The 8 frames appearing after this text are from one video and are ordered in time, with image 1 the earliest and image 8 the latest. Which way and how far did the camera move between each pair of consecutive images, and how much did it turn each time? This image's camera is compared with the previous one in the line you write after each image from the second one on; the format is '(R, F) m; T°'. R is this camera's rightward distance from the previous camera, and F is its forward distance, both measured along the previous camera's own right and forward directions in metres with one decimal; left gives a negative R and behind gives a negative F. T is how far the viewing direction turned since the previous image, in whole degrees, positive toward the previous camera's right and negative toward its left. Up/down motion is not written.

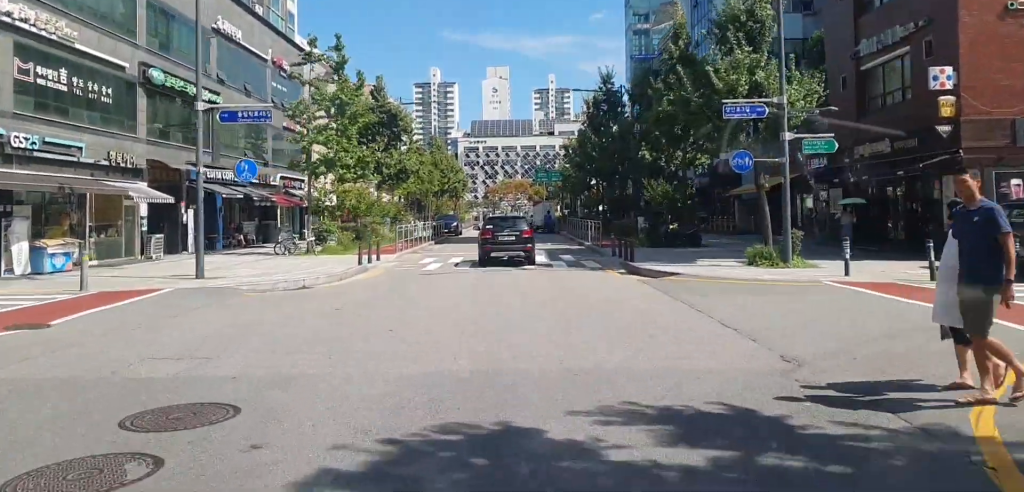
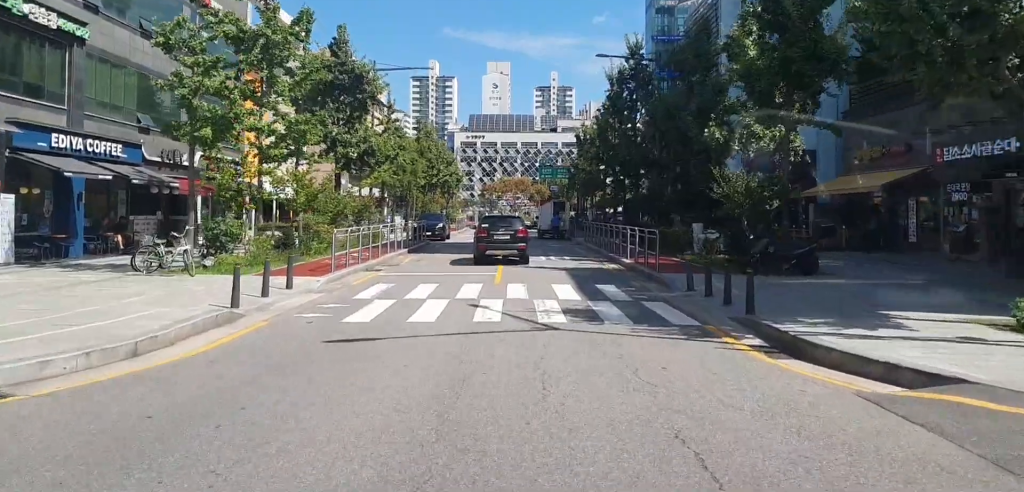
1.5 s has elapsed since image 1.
(+0.3, +12.6) m; +2°
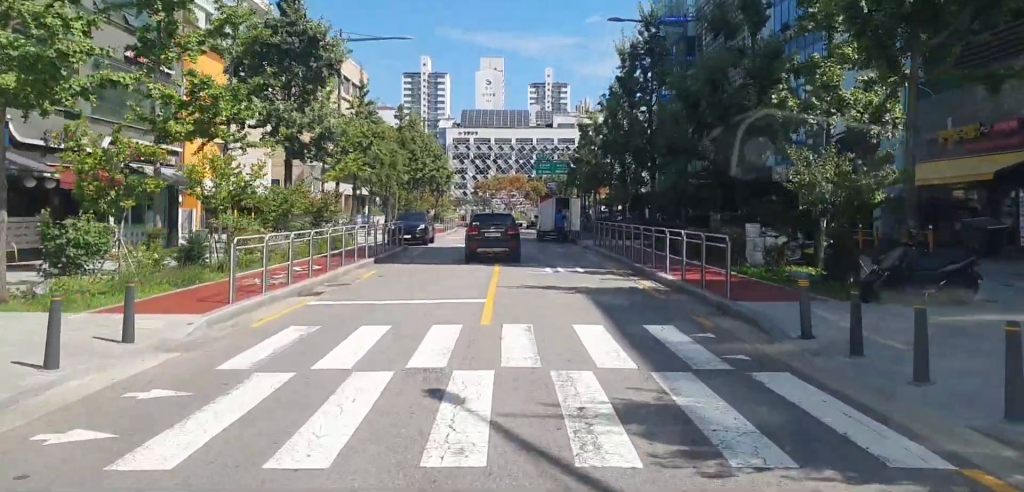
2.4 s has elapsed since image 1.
(0.0, +7.6) m; 0°
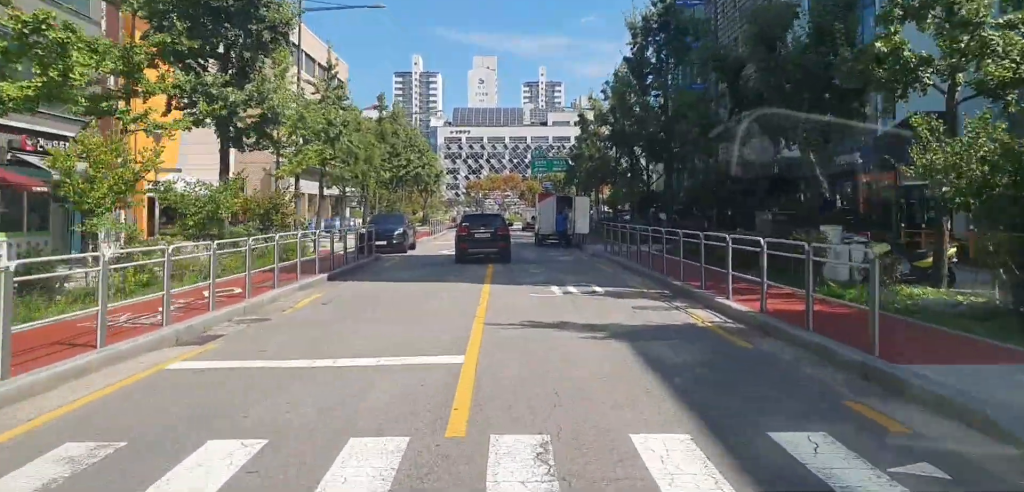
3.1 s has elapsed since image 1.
(0.0, +5.7) m; 0°
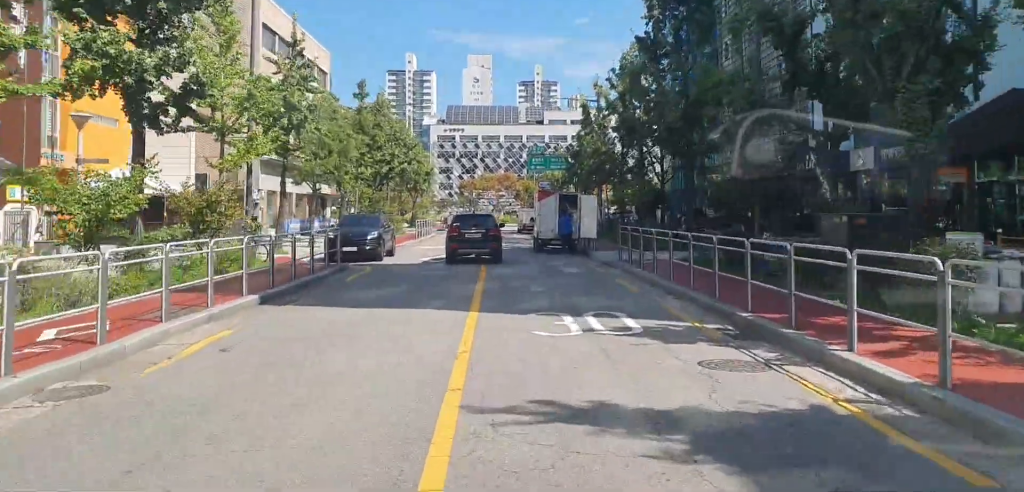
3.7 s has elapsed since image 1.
(+0.1, +5.5) m; 0°
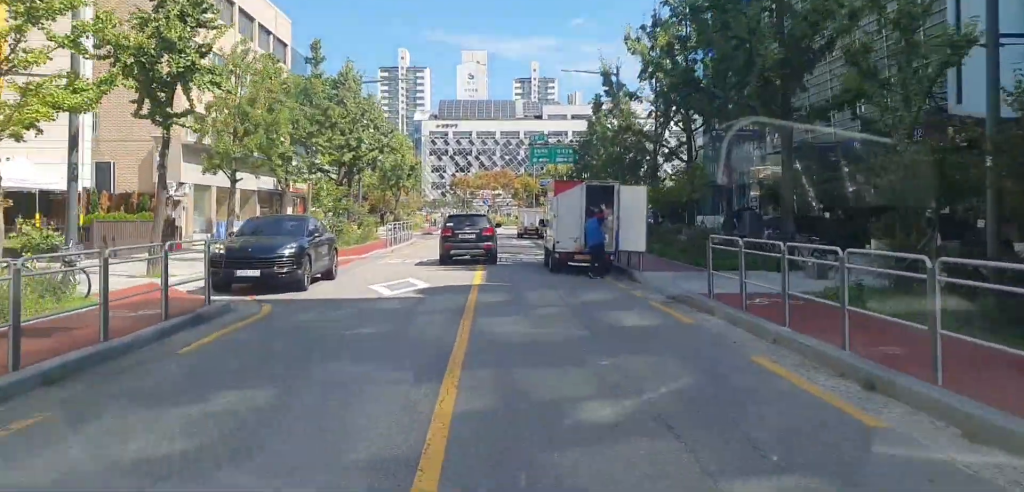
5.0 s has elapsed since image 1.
(0.0, +10.7) m; 0°
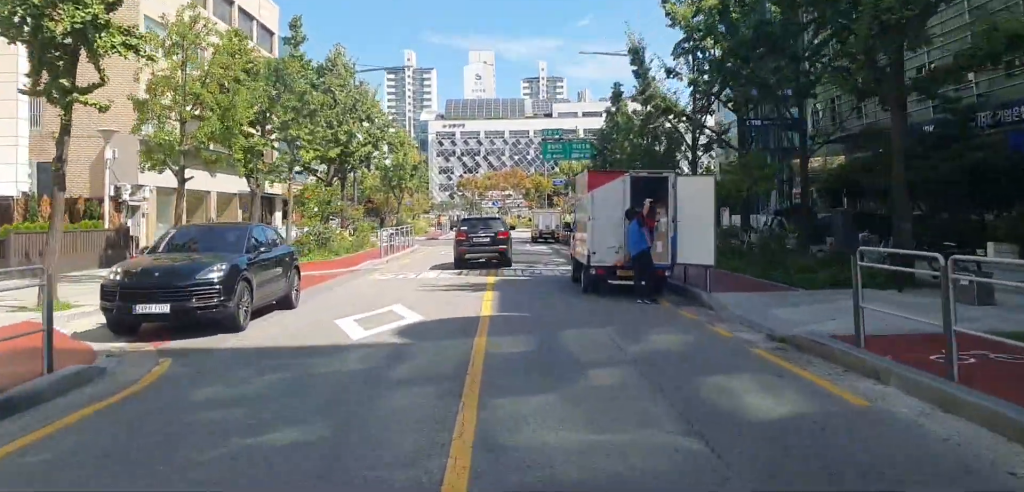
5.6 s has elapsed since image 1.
(0.0, +5.6) m; 0°
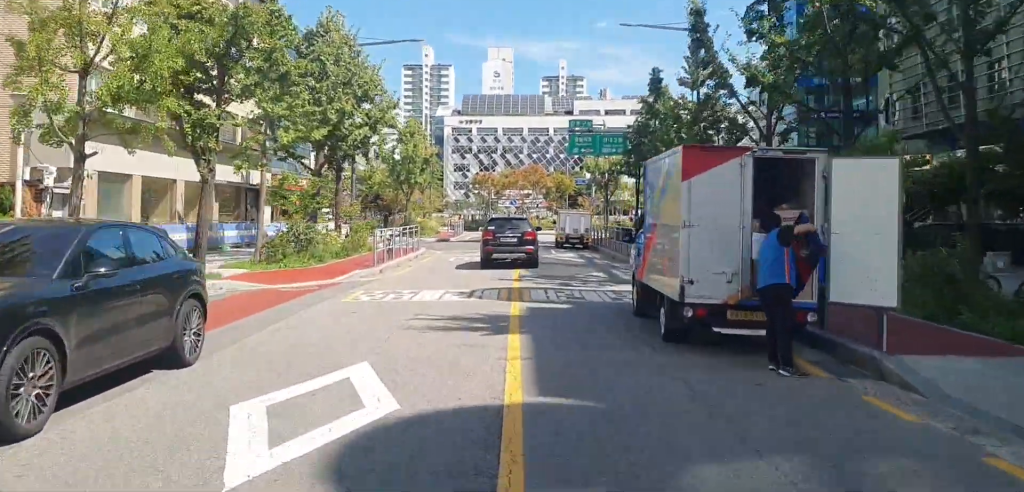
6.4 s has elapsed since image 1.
(0.0, +6.0) m; -2°
